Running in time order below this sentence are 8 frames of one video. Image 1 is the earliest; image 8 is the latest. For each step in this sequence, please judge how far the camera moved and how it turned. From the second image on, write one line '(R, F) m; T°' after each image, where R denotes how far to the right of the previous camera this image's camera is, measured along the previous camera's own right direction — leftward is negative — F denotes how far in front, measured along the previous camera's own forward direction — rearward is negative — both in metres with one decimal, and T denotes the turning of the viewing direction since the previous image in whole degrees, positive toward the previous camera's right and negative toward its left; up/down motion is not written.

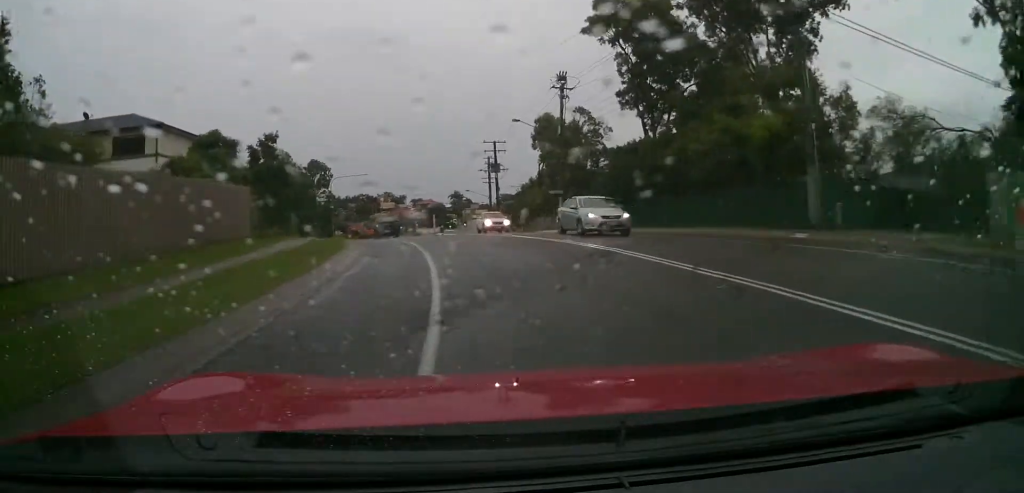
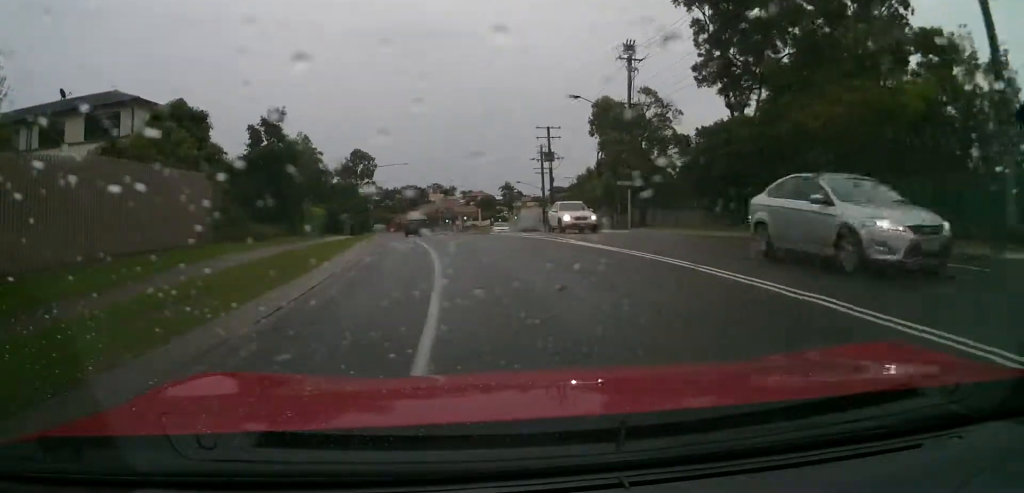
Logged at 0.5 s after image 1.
(-0.7, +7.0) m; -4°
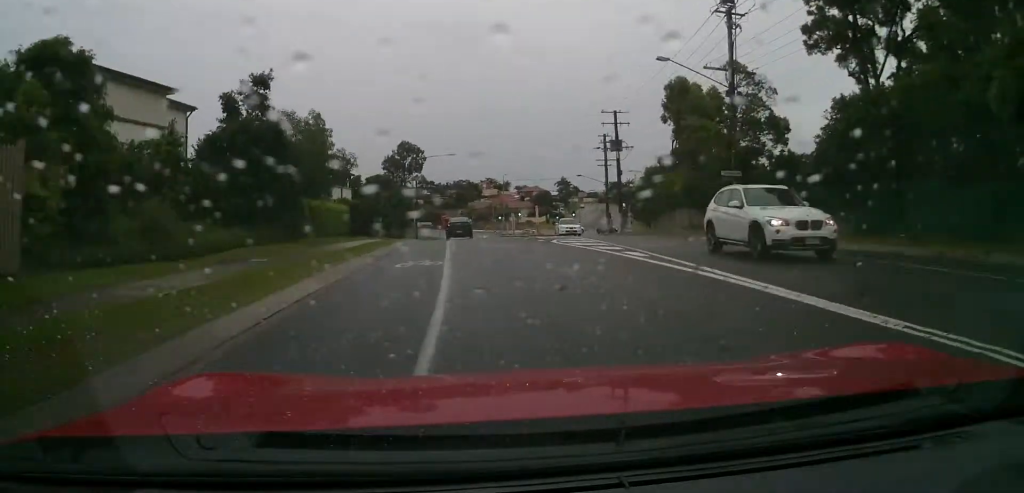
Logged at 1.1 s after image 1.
(-0.5, +8.5) m; -5°
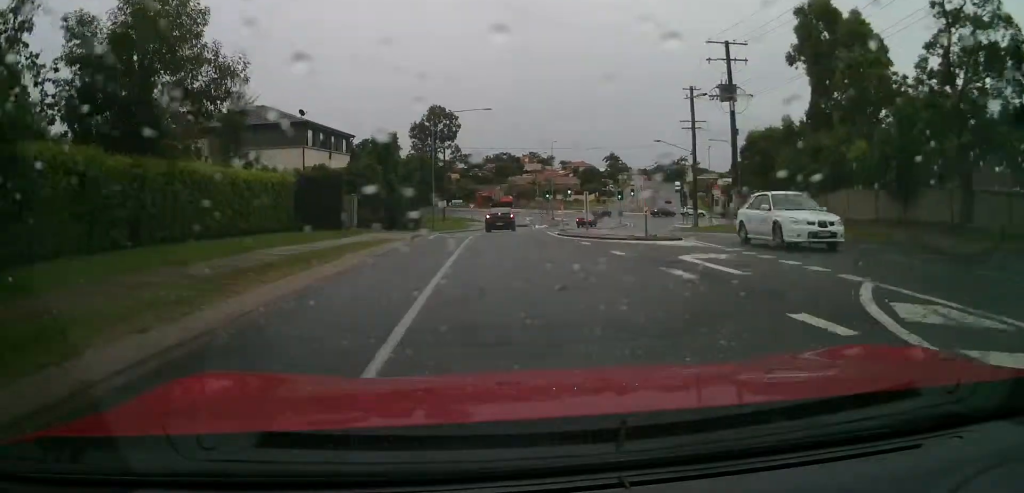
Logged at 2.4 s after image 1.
(-0.6, +22.2) m; -2°
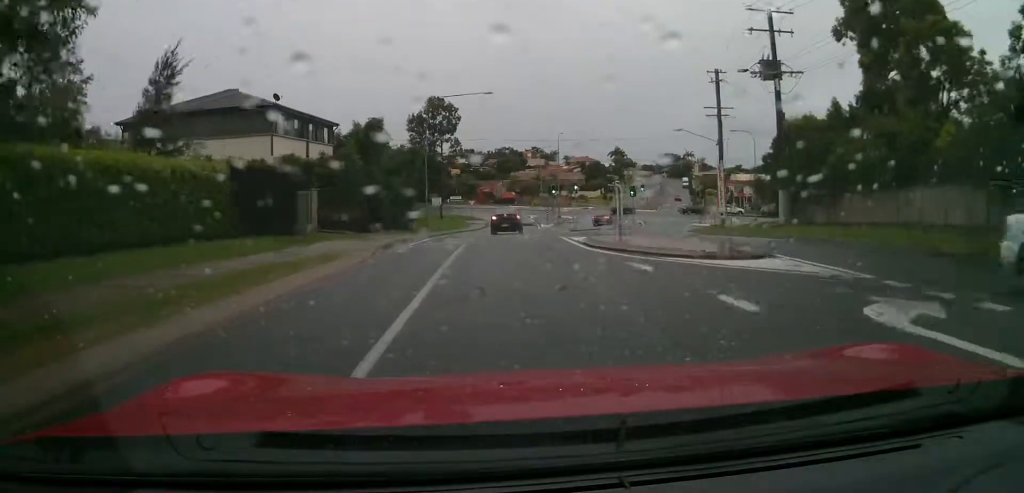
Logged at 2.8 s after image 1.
(0.0, +6.9) m; 0°
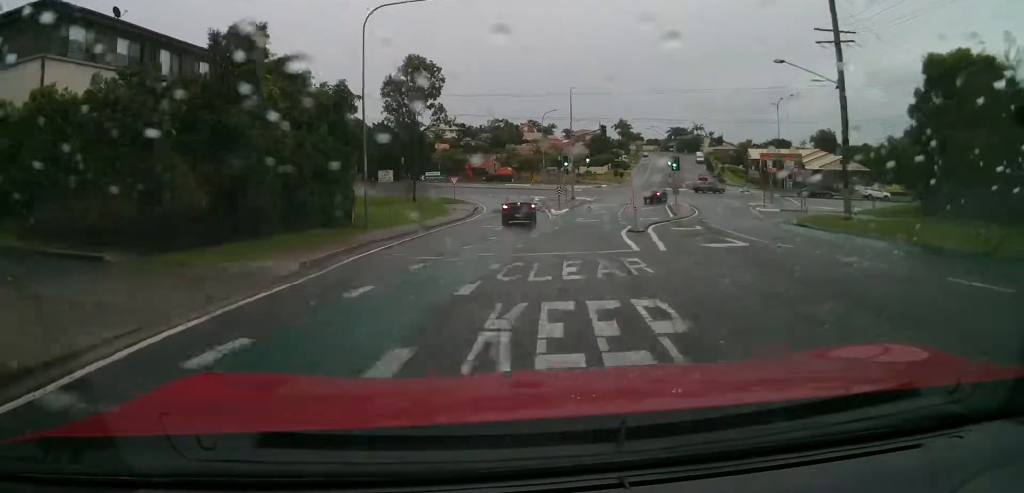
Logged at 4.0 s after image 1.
(-0.1, +21.8) m; -1°
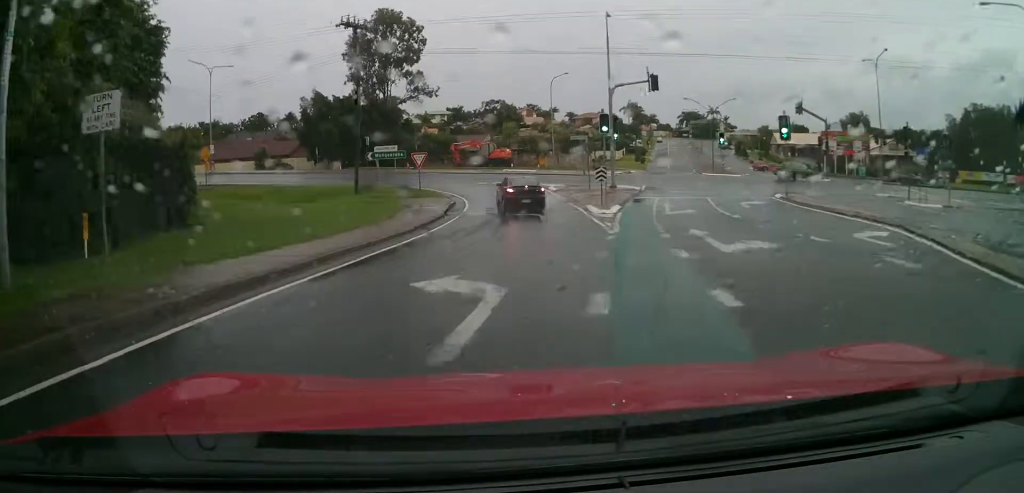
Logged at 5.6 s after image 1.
(-0.2, +23.6) m; 0°
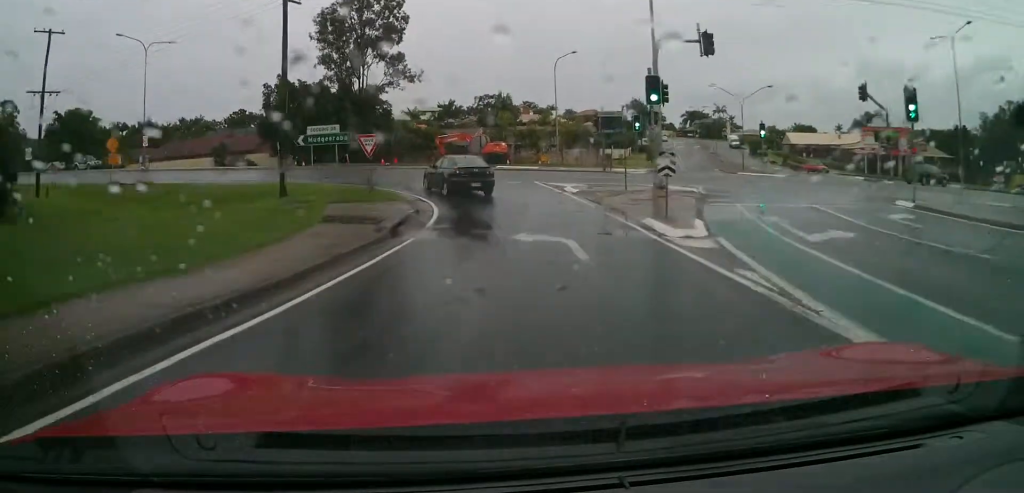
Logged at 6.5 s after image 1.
(+0.1, +12.5) m; -1°
